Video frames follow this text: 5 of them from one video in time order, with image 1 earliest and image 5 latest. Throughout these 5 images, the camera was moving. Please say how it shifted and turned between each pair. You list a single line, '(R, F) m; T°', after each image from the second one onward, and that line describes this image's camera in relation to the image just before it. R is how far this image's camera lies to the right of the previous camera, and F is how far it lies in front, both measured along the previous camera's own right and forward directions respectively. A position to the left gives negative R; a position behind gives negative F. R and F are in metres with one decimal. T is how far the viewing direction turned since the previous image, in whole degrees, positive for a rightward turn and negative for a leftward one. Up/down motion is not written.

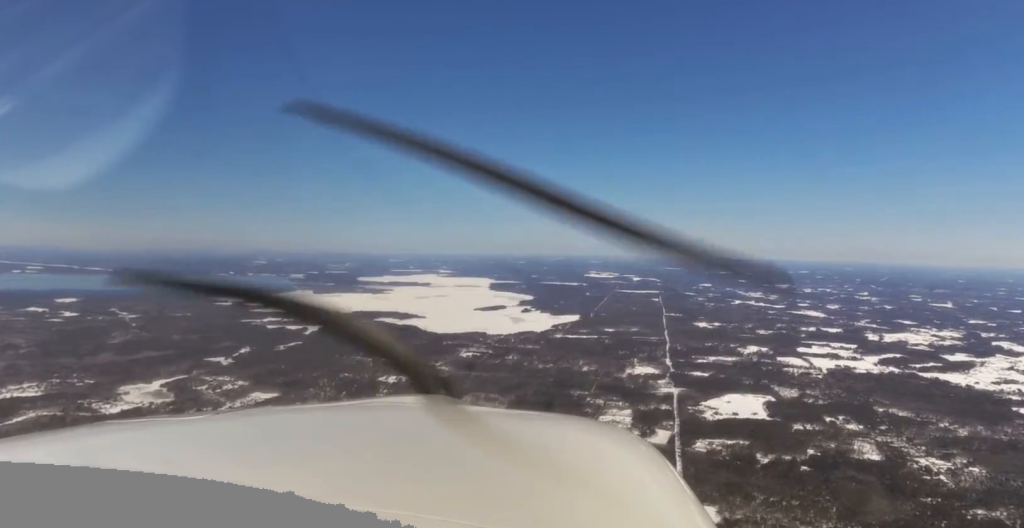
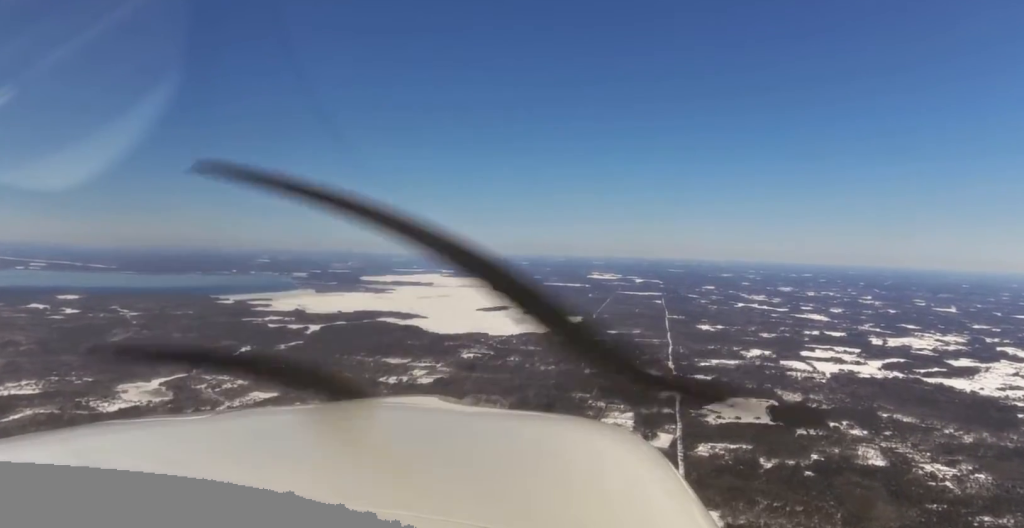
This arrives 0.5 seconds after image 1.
(+0.2, +32.9) m; 0°
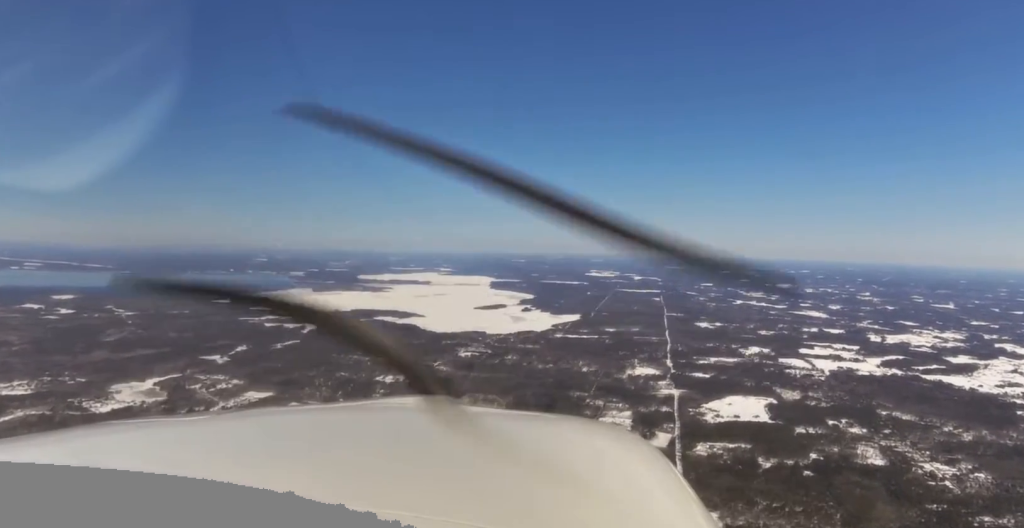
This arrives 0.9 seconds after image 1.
(-0.2, +28.4) m; 0°
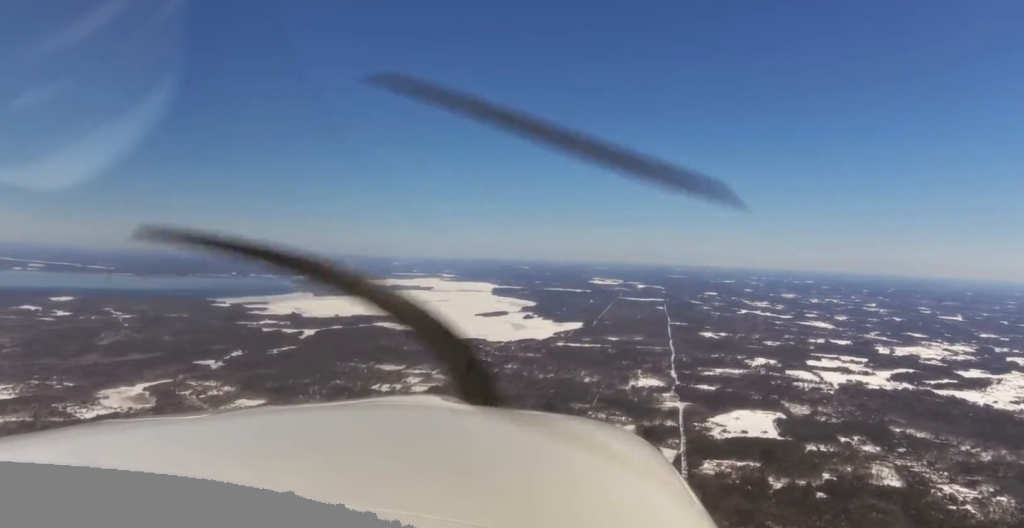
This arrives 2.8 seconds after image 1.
(-0.9, +134.8) m; -1°
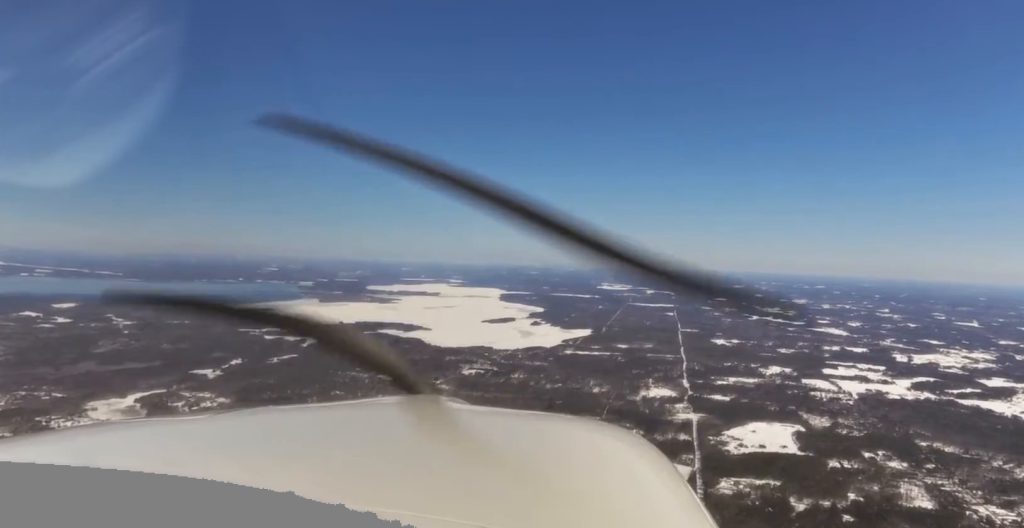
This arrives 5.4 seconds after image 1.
(+0.1, +183.7) m; 0°
